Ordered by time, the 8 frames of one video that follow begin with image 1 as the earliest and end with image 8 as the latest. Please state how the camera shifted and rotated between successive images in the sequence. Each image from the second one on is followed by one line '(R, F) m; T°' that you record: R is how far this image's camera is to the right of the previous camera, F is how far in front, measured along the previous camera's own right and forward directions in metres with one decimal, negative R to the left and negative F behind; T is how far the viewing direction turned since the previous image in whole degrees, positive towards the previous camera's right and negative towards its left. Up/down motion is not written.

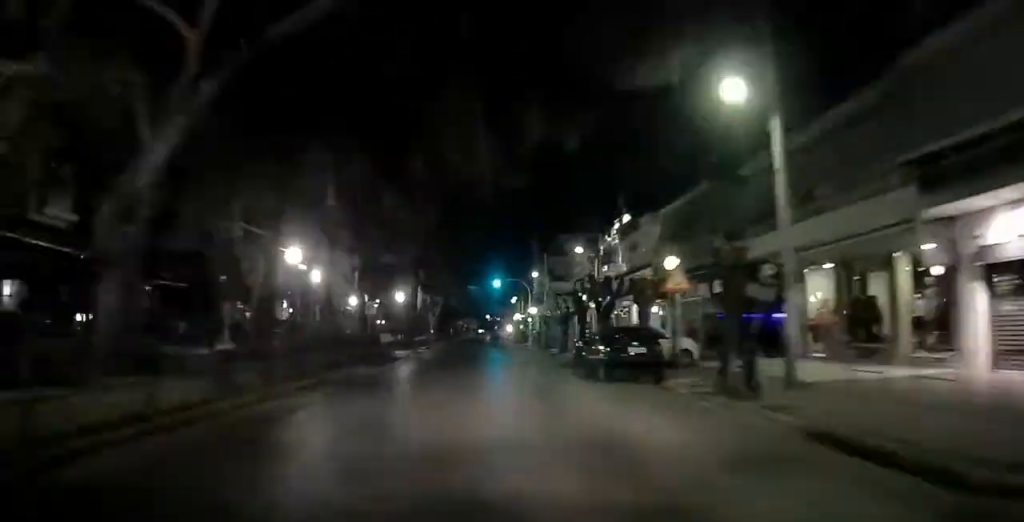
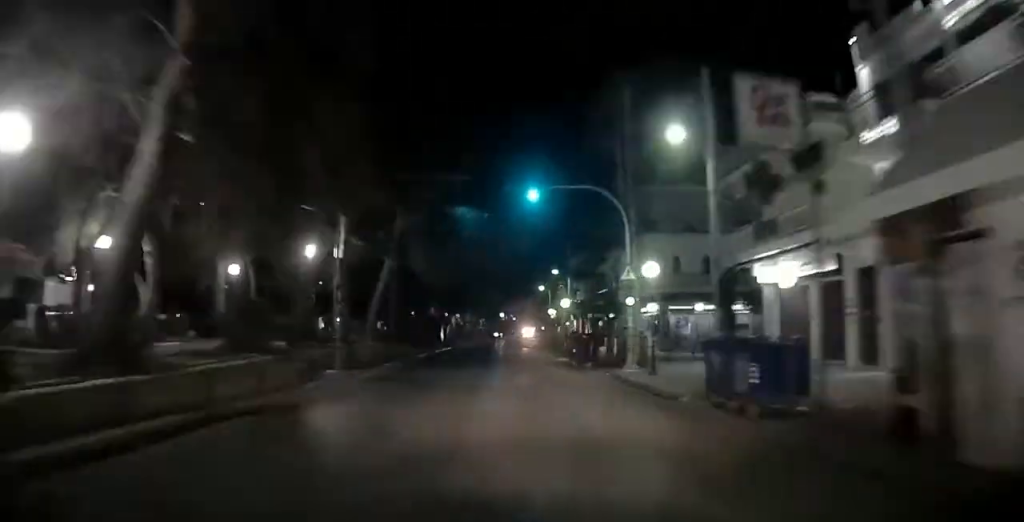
(+0.6, +38.2) m; +1°
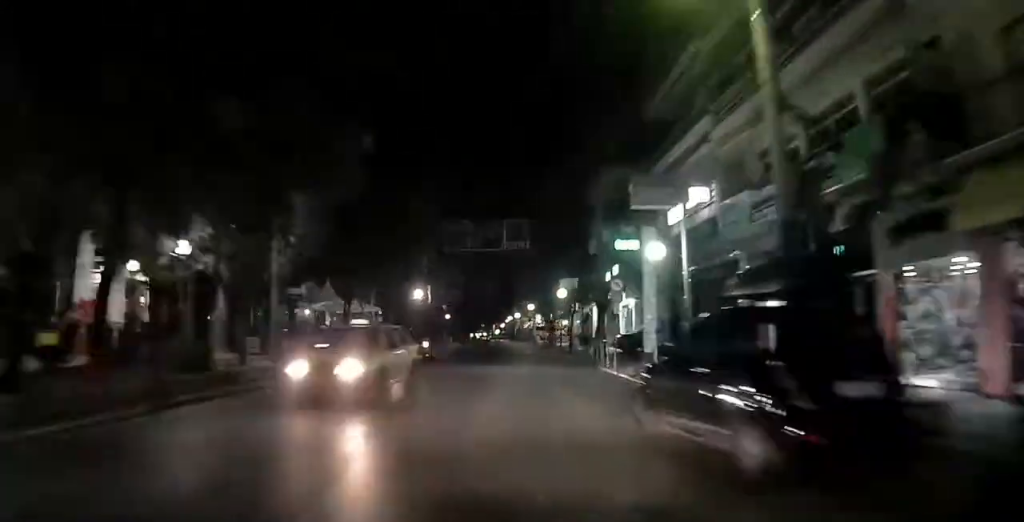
(+1.2, +69.5) m; +1°
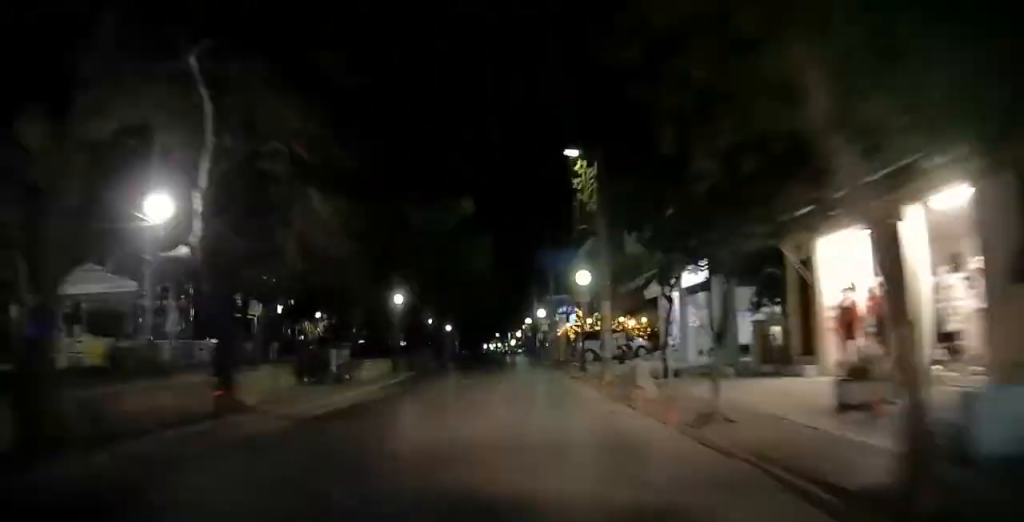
(0.0, +38.2) m; 0°
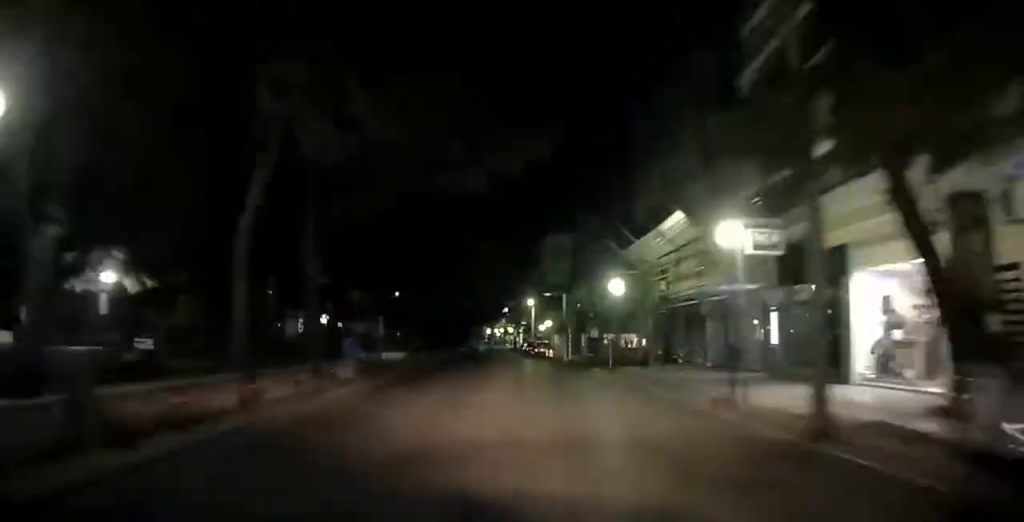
(+0.2, +80.7) m; -1°
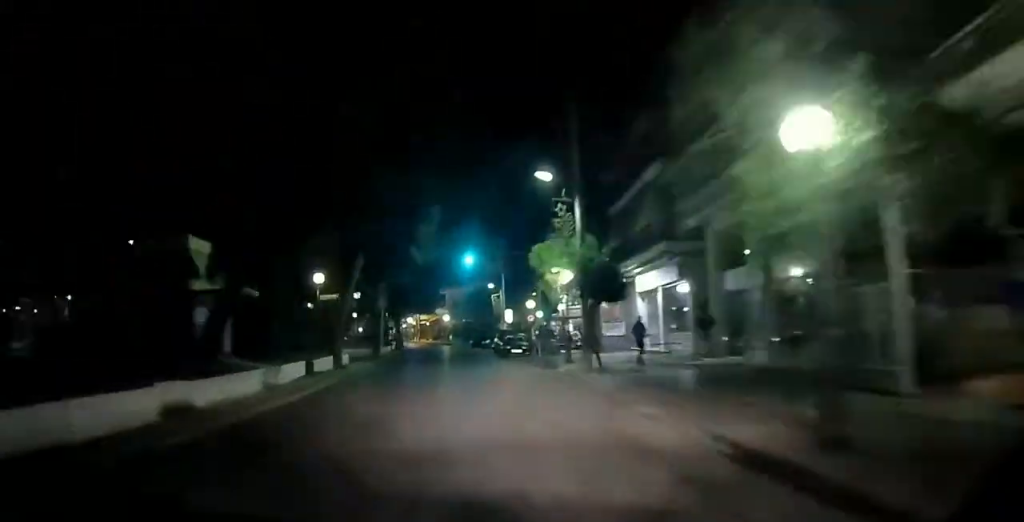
(-1.9, +103.2) m; -7°
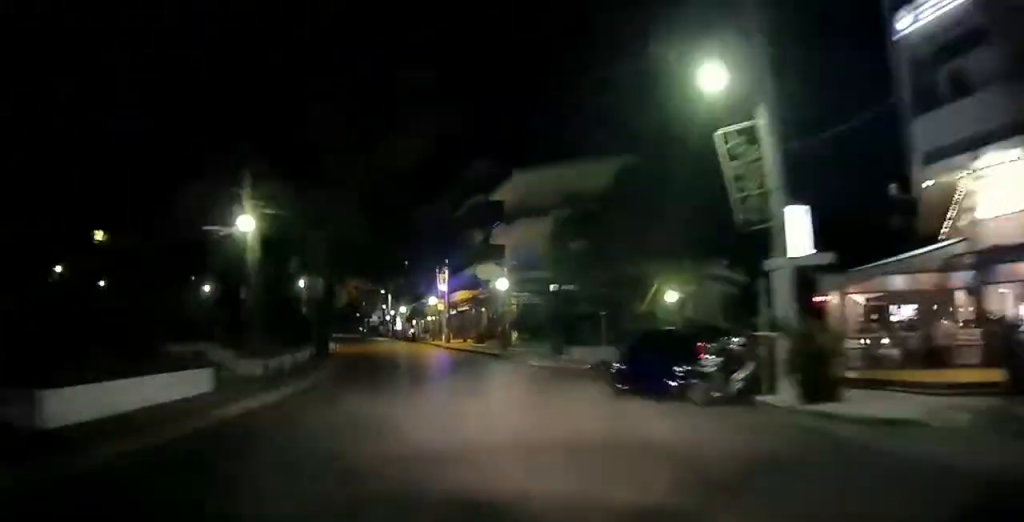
(-4.3, +49.0) m; -5°
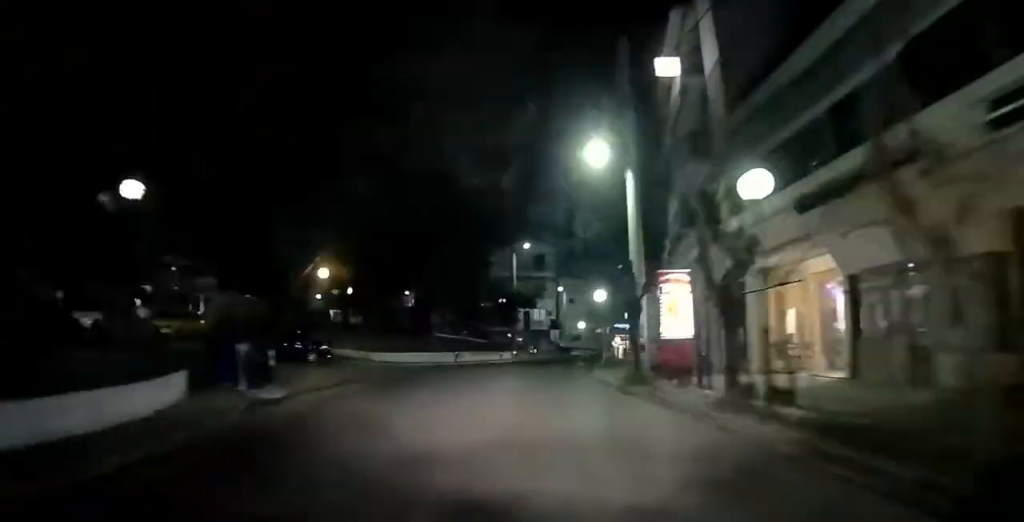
(-3.4, +71.8) m; +8°
